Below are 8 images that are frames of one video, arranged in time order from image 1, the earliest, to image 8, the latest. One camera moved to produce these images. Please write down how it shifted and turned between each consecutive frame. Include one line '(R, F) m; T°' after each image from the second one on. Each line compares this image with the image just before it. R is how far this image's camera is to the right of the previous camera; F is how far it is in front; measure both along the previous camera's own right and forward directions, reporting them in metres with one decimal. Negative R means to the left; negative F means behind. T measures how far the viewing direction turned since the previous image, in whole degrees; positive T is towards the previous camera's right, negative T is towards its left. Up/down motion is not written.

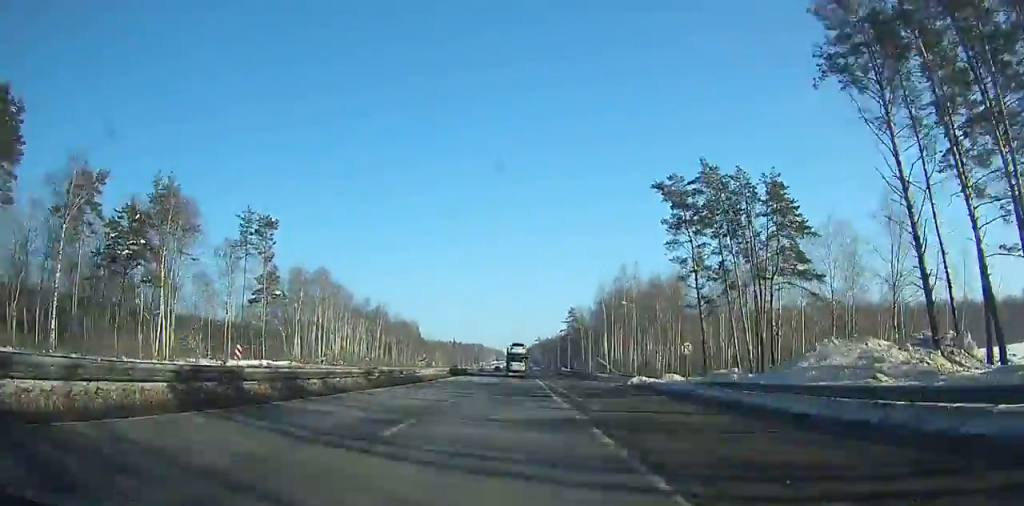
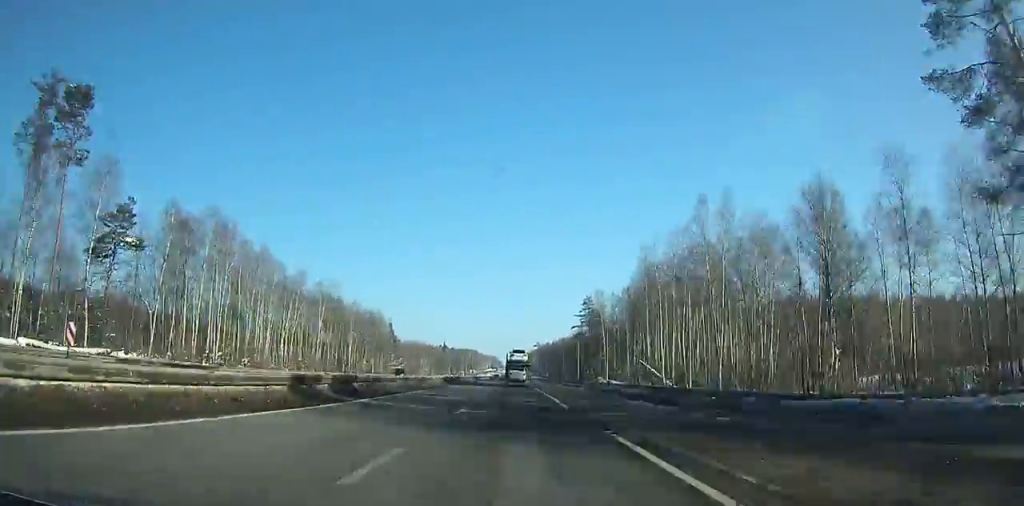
(-0.2, +46.1) m; 0°
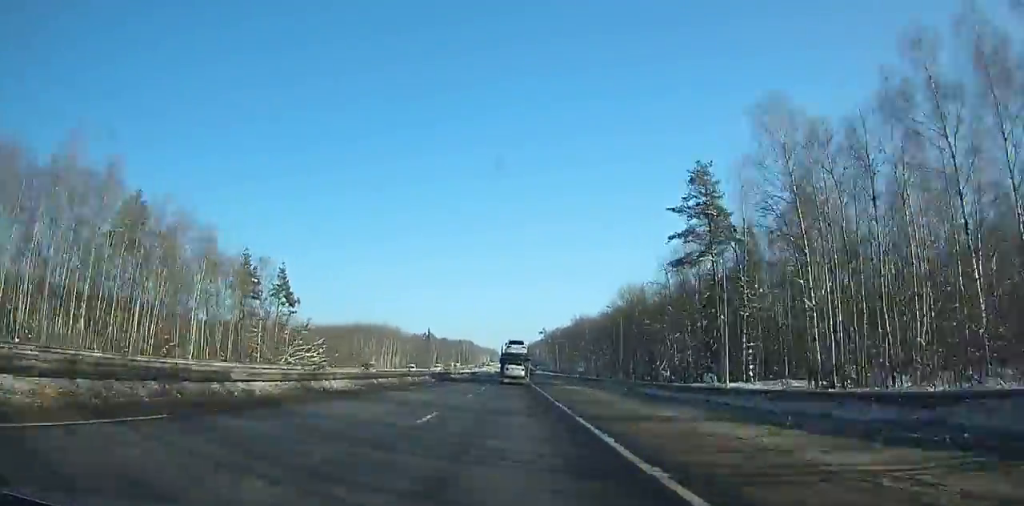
(-0.3, +89.7) m; +1°
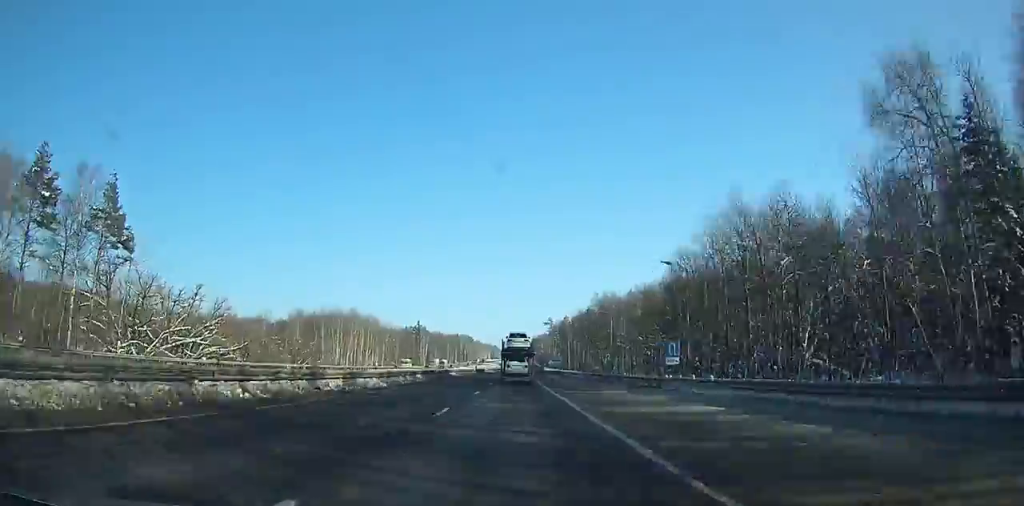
(+0.8, +45.7) m; +1°
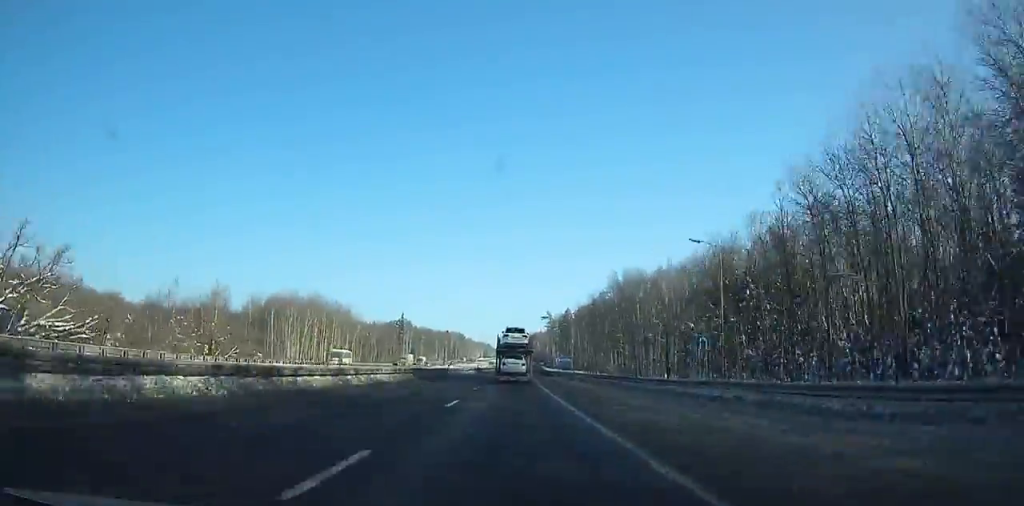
(0.0, +32.4) m; 0°
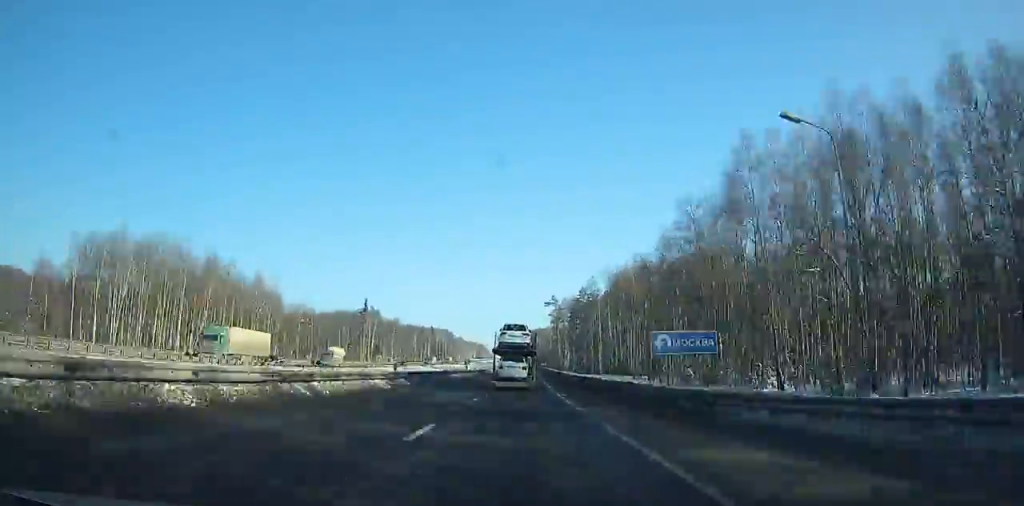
(0.0, +66.8) m; +1°
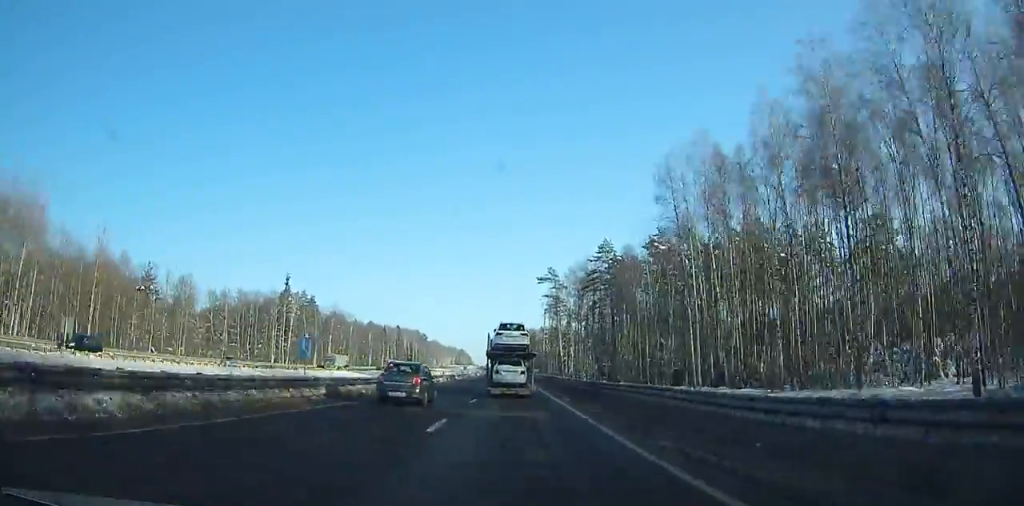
(+0.7, +71.8) m; 0°
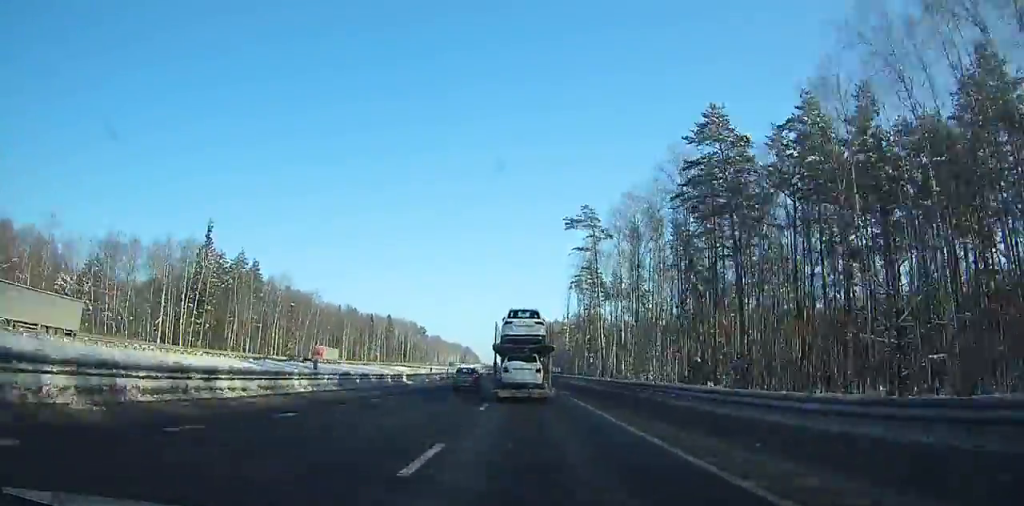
(-0.1, +53.2) m; -1°
